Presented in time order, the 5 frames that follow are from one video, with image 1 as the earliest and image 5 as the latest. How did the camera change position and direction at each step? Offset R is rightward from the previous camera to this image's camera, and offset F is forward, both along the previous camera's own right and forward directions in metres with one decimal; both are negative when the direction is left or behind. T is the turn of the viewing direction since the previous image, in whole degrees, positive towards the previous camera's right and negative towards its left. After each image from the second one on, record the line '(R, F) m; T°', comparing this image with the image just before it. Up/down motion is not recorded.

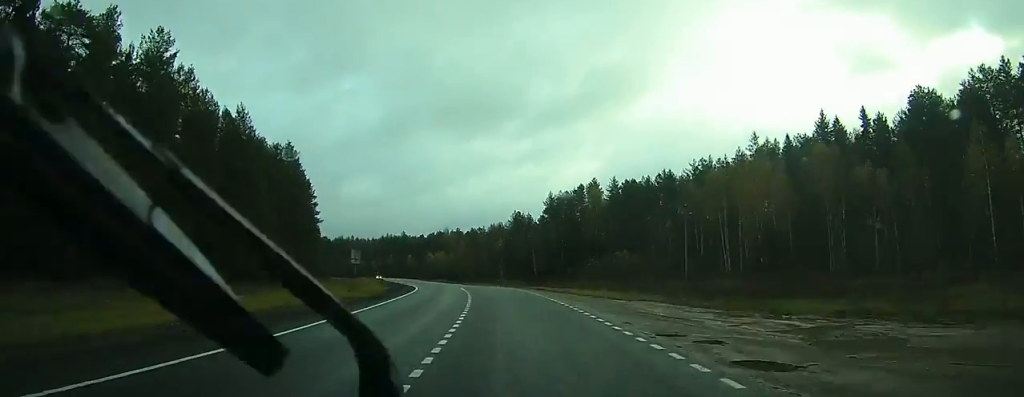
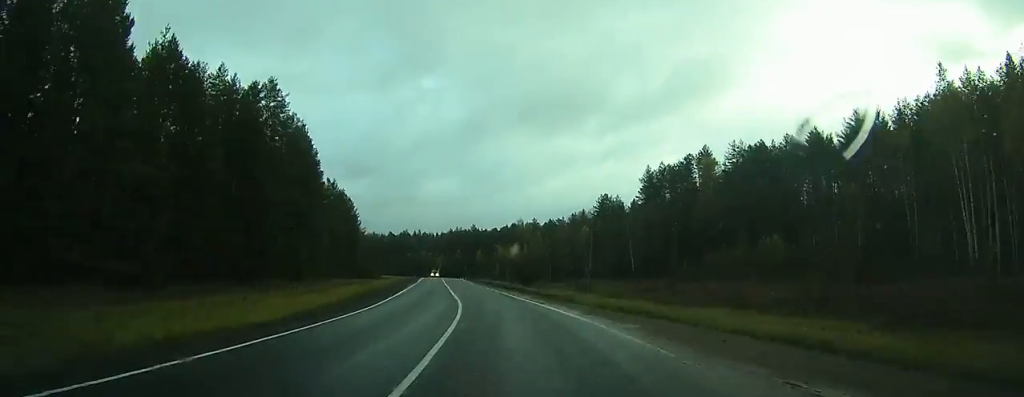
(-2.2, +39.3) m; -7°
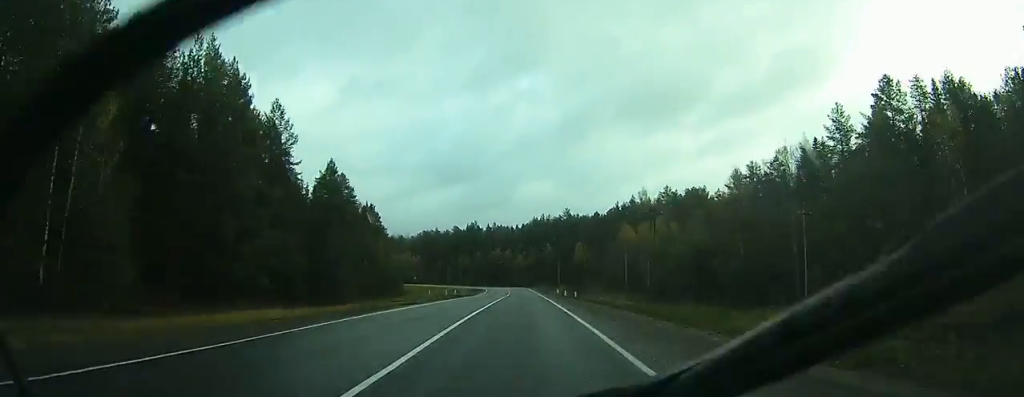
(-12.1, +95.7) m; -10°
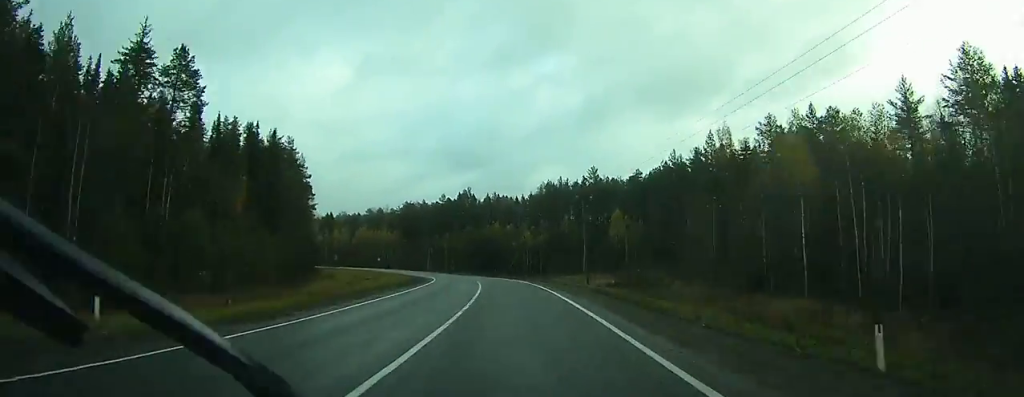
(-0.1, +62.5) m; -2°
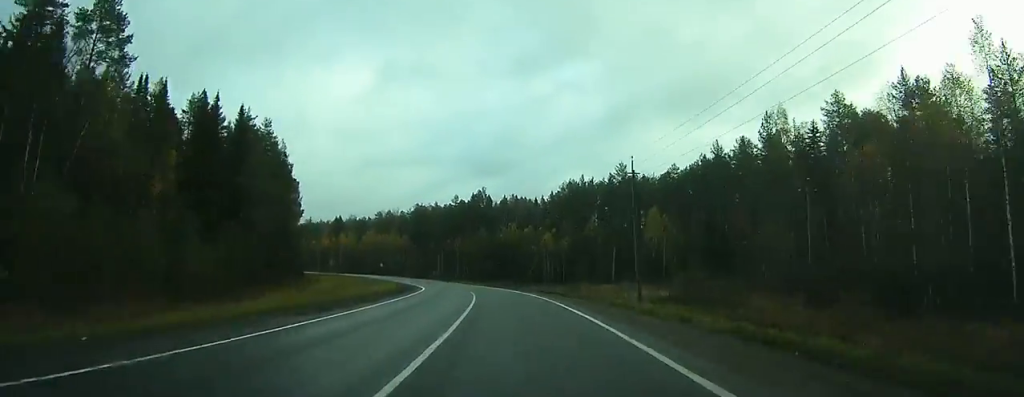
(+0.3, +17.4) m; -1°
